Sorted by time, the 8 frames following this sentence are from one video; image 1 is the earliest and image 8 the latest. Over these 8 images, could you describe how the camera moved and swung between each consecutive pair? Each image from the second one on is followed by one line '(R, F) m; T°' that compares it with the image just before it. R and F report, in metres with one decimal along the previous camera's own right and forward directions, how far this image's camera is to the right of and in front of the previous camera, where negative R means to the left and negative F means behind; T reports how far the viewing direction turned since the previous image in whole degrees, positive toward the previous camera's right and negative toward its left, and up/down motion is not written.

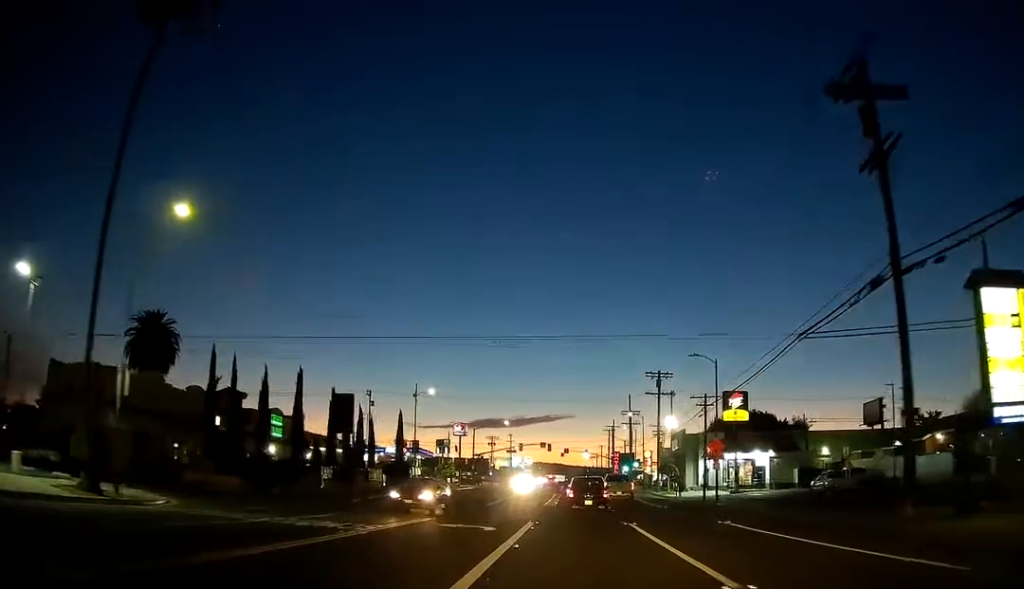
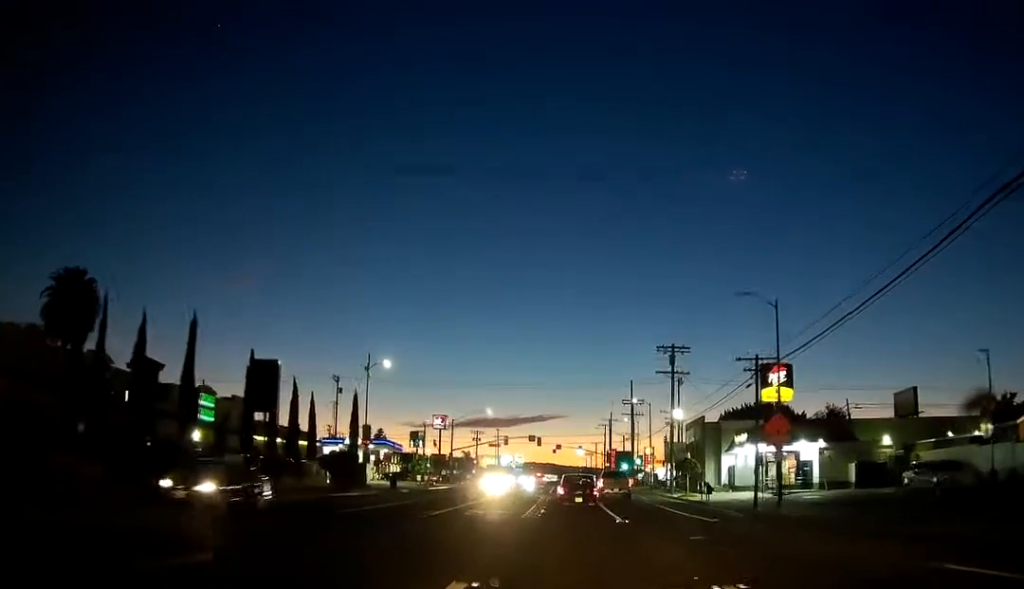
(-0.1, +15.3) m; 0°
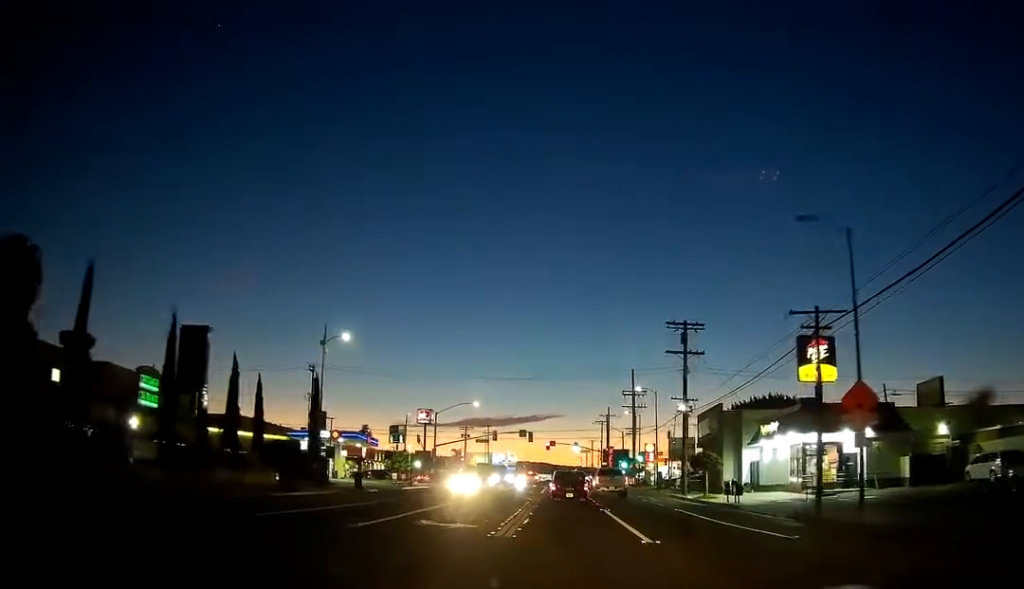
(+0.1, +10.1) m; 0°
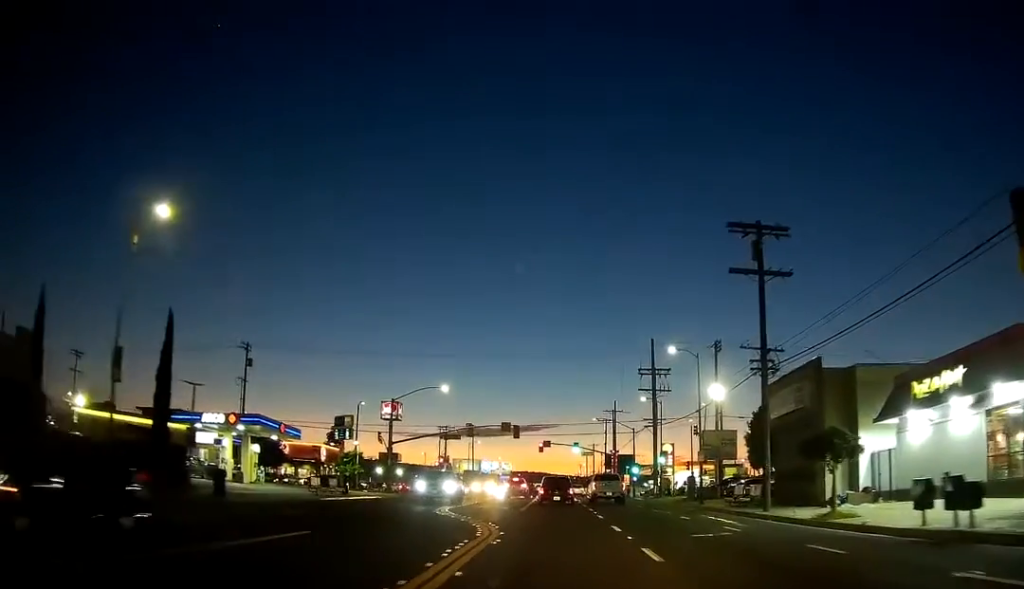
(+0.2, +24.0) m; +1°
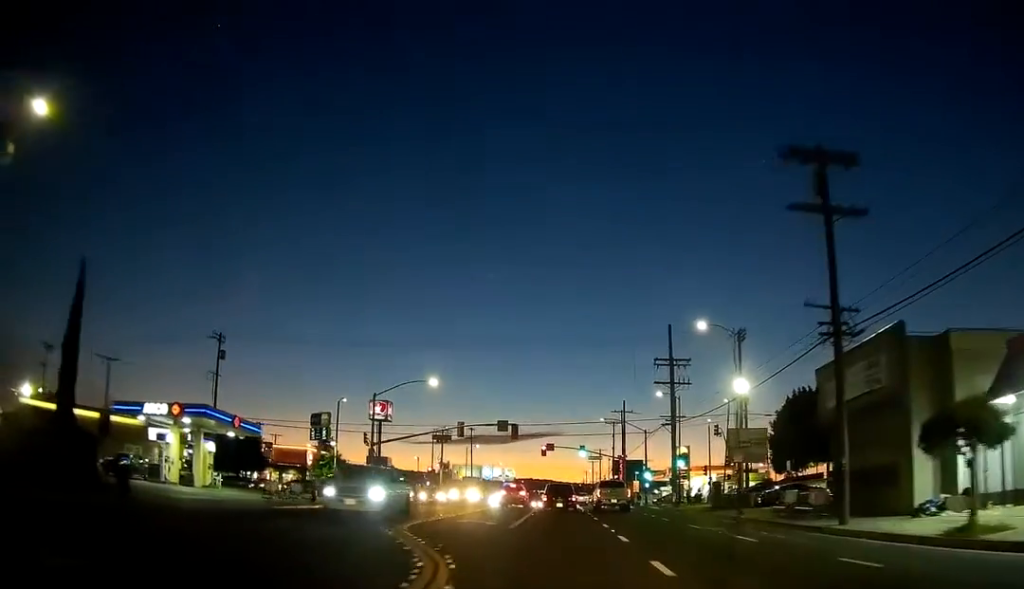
(+0.2, +8.6) m; -1°
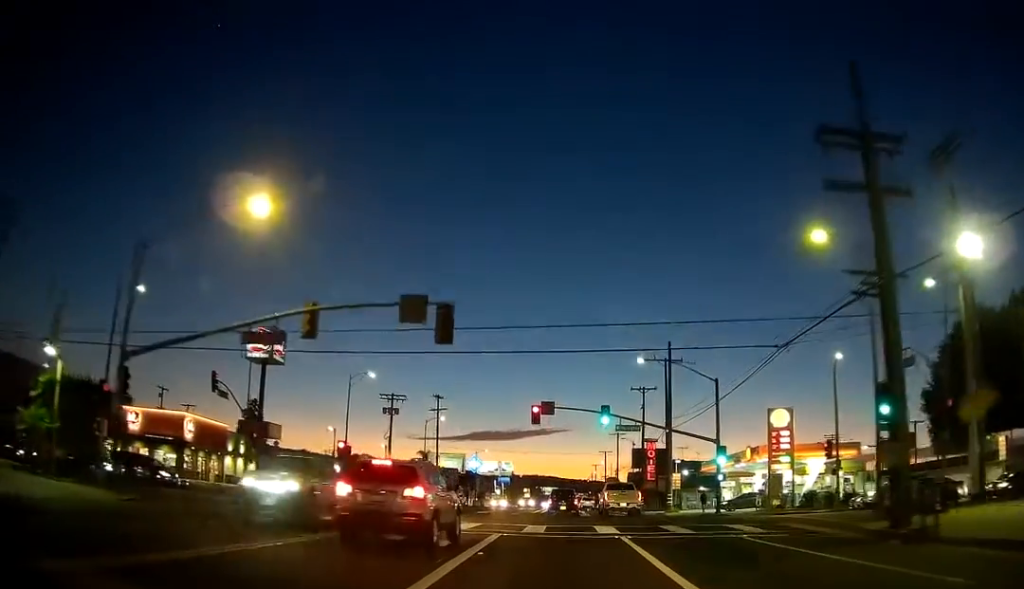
(-0.5, +40.2) m; 0°
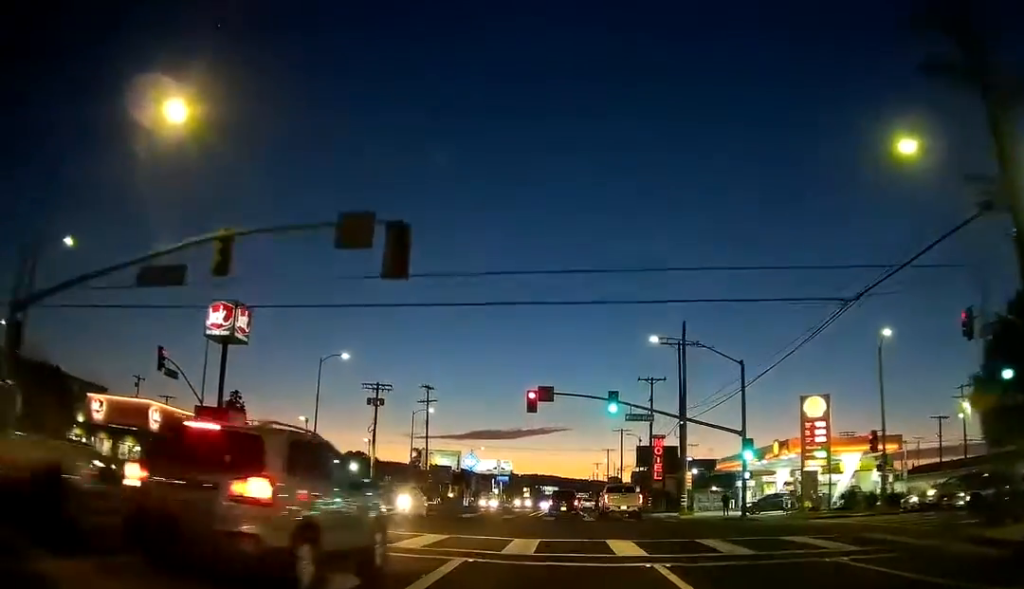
(0.0, +7.7) m; 0°
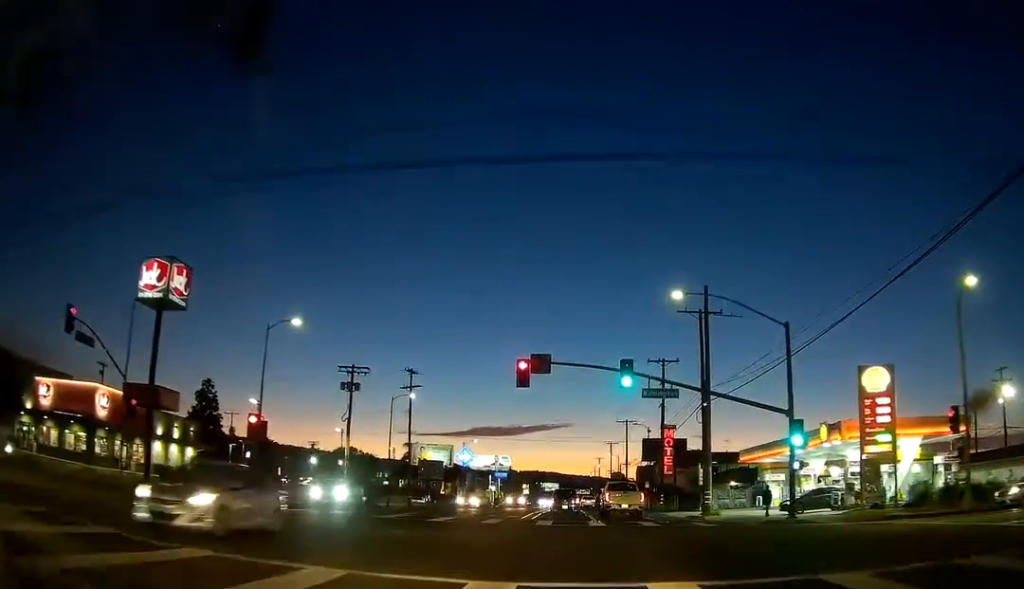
(0.0, +9.1) m; -1°
